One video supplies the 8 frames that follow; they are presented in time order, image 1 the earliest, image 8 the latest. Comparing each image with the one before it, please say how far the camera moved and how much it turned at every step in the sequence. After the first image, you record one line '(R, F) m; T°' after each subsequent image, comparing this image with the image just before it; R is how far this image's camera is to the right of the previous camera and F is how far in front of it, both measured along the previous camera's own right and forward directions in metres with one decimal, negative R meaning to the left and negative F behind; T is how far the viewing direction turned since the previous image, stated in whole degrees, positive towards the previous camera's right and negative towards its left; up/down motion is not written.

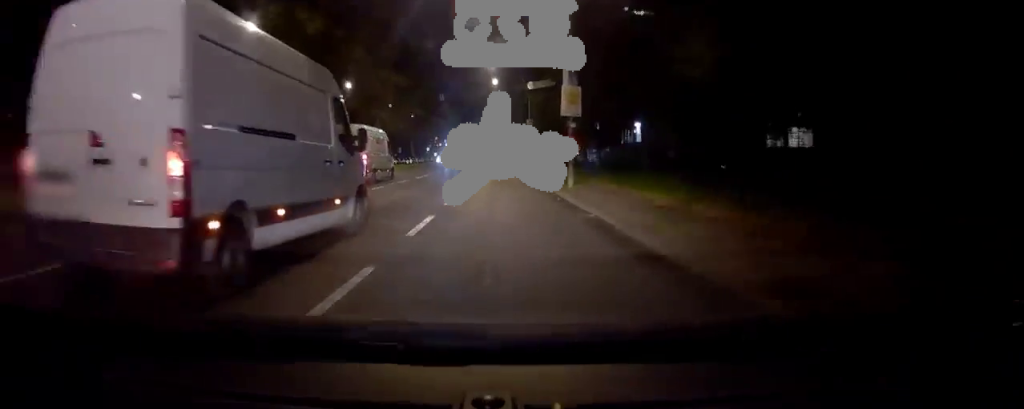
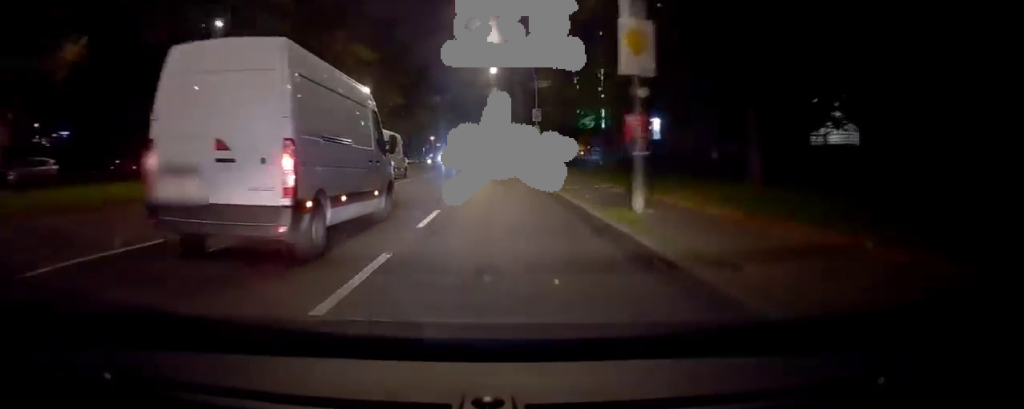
(0.0, +10.8) m; +2°
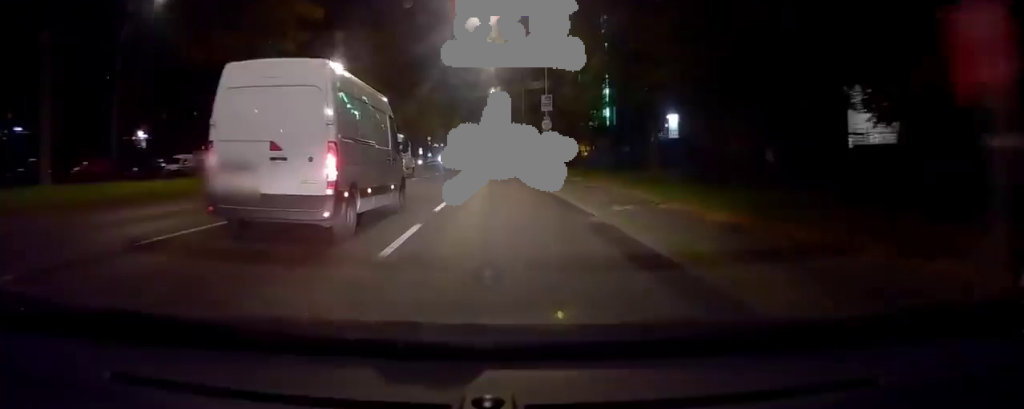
(+0.5, +8.8) m; 0°
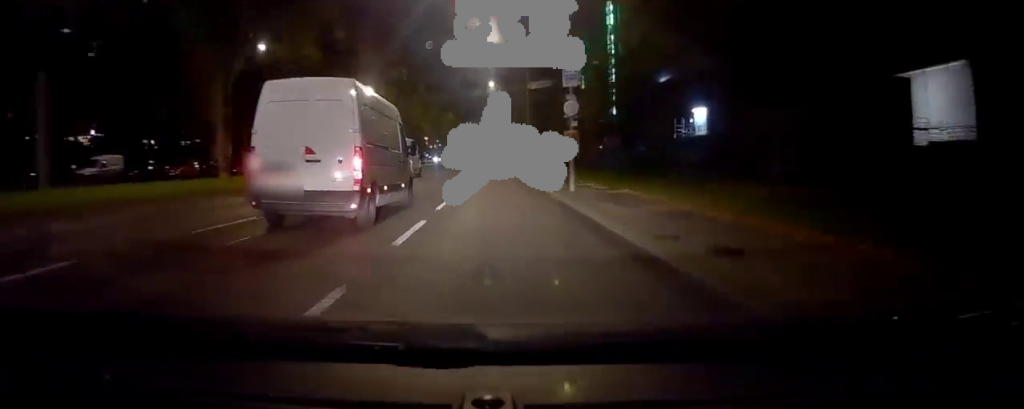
(-0.1, +10.5) m; -1°
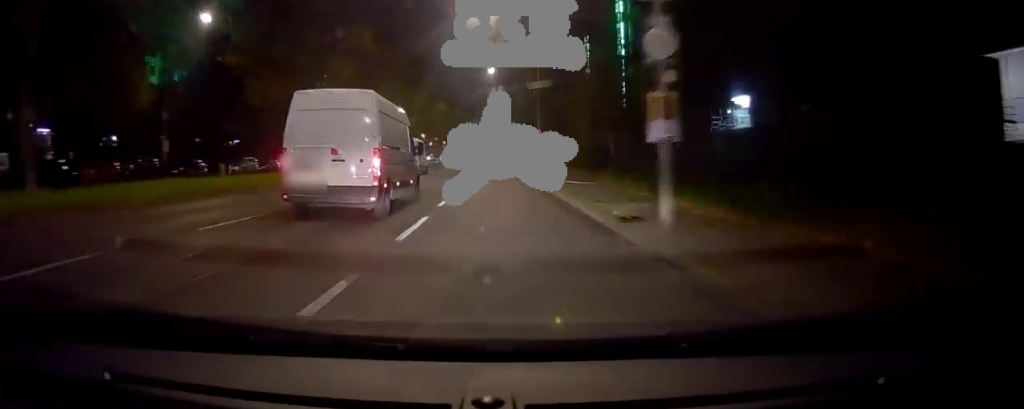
(-0.4, +11.1) m; -2°
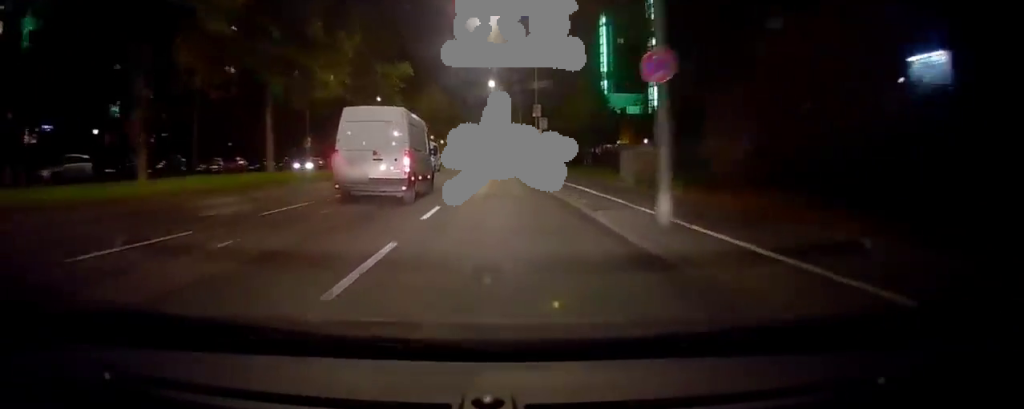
(0.0, +27.4) m; 0°
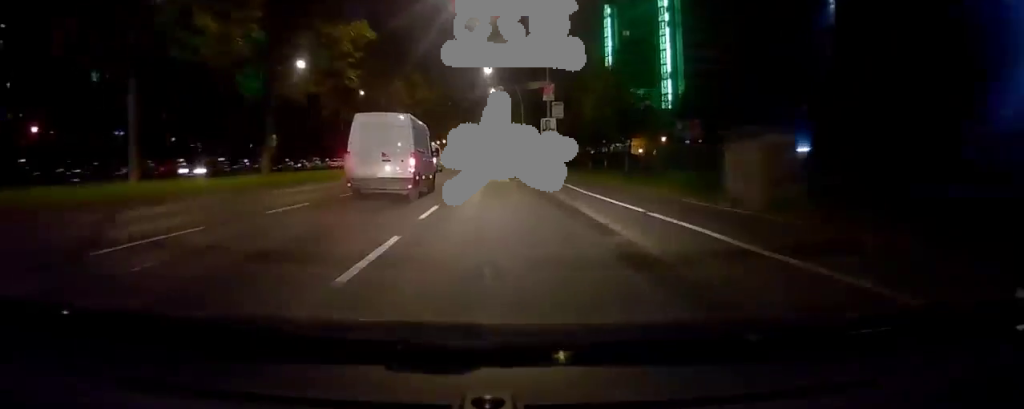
(0.0, +11.4) m; +2°
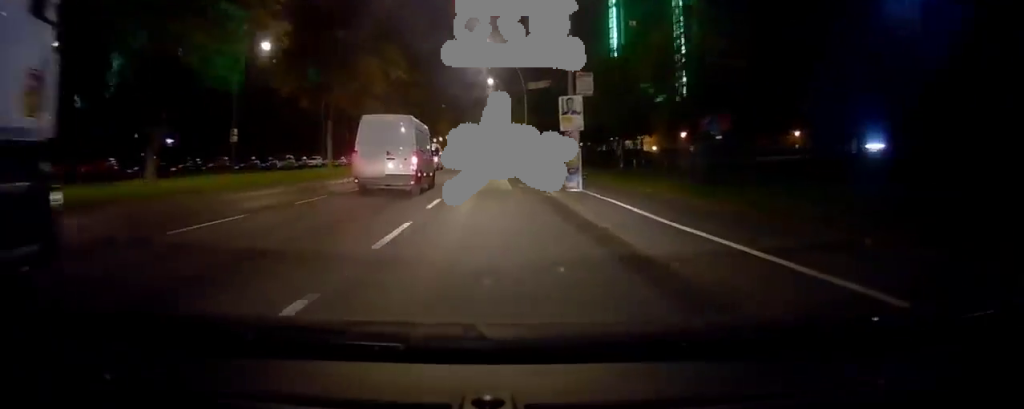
(-0.1, +9.7) m; +2°
